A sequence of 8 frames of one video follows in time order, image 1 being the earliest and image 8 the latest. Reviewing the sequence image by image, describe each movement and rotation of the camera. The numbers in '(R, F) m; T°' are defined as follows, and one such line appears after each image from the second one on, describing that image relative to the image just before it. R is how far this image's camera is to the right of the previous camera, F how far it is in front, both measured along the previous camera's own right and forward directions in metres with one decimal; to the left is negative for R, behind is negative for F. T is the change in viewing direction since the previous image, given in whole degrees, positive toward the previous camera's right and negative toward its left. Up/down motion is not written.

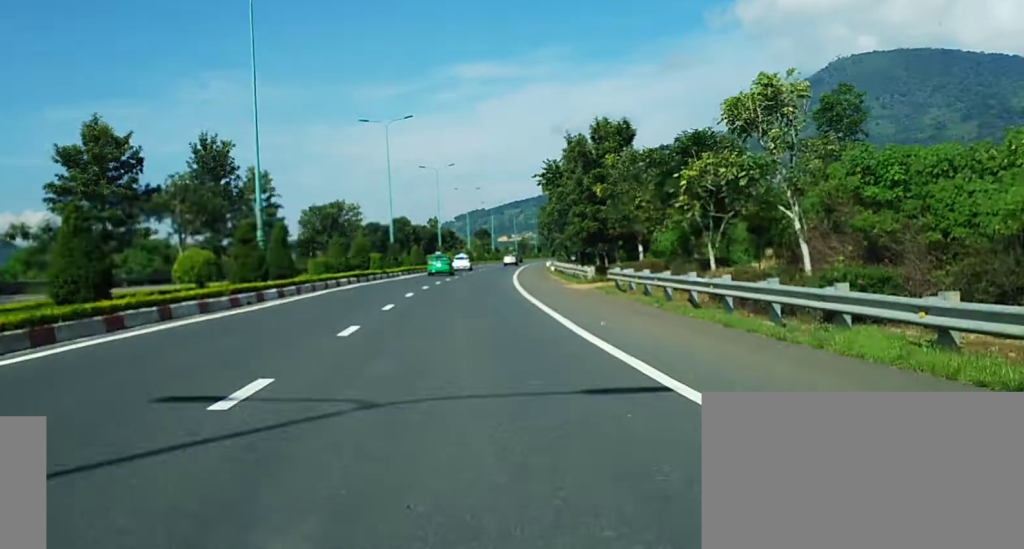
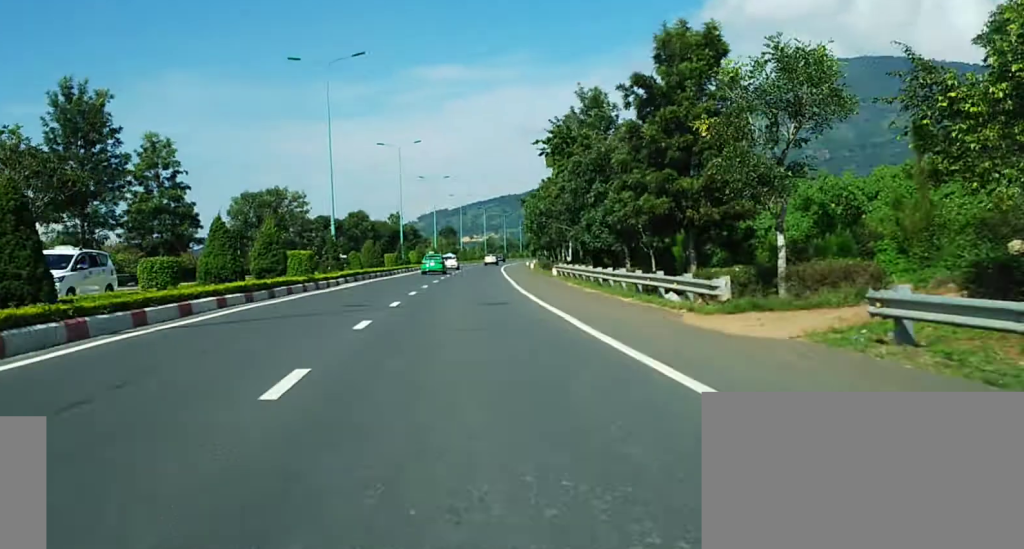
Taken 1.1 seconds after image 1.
(+0.5, +23.0) m; +1°
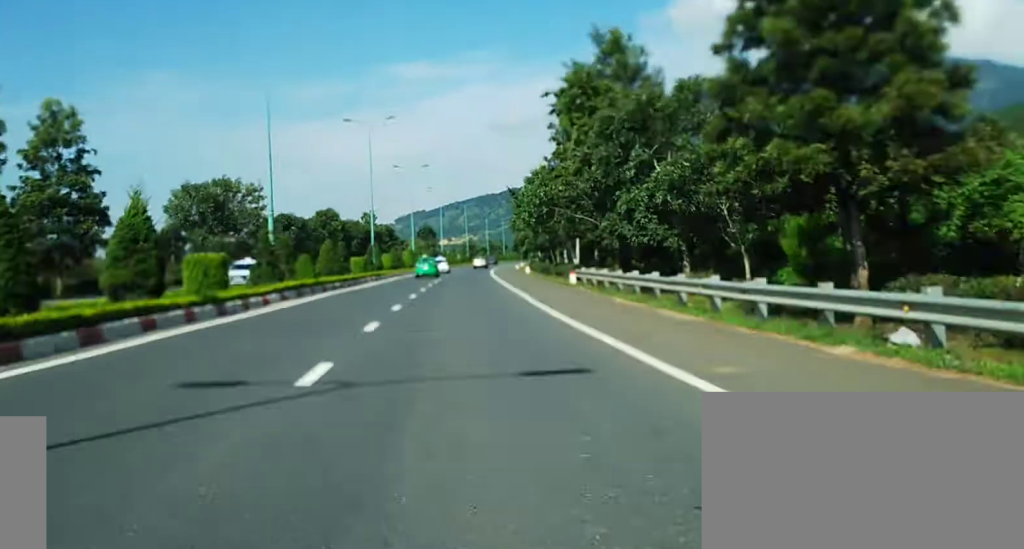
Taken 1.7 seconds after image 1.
(0.0, +14.4) m; +1°
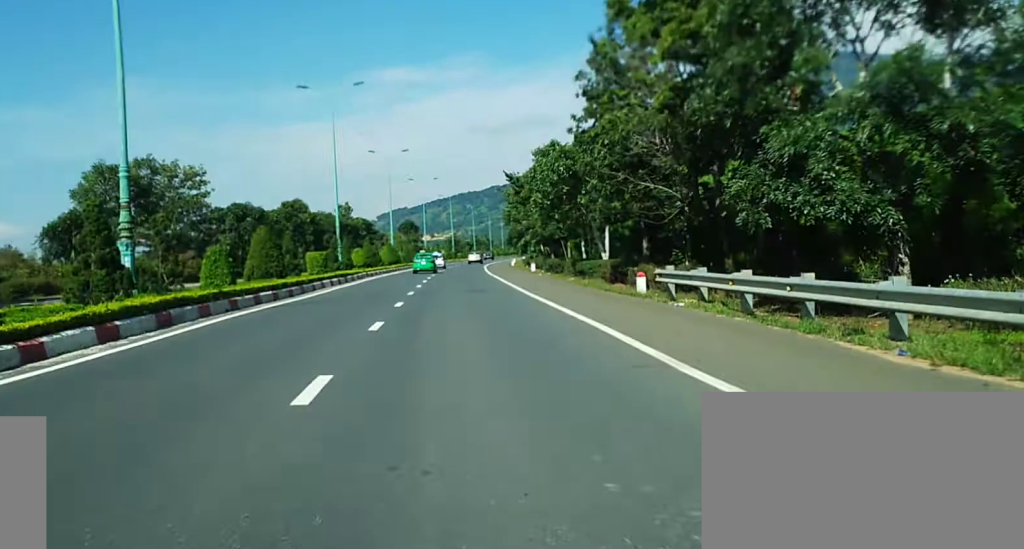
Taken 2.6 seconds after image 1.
(+0.3, +17.2) m; +2°
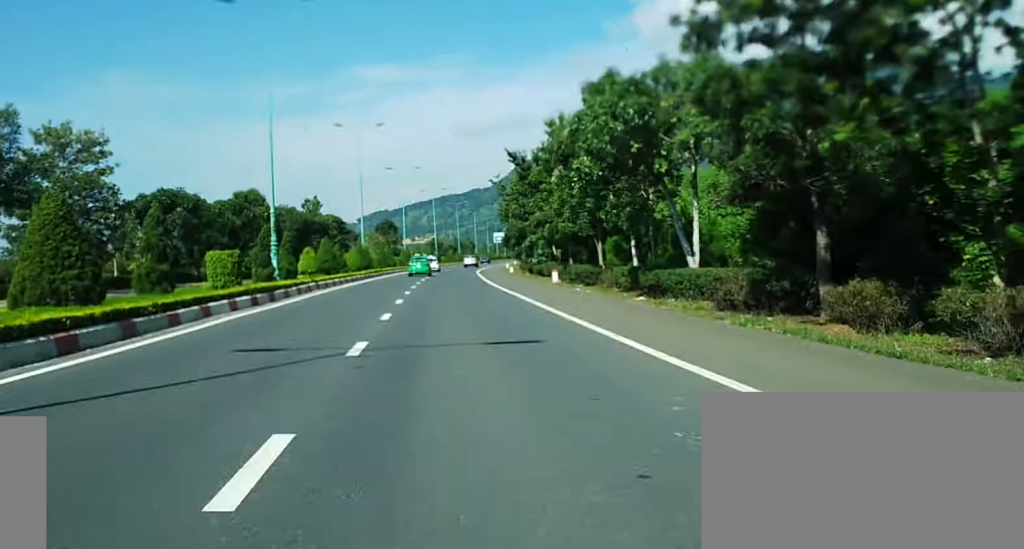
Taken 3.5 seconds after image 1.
(+0.4, +20.1) m; +1°
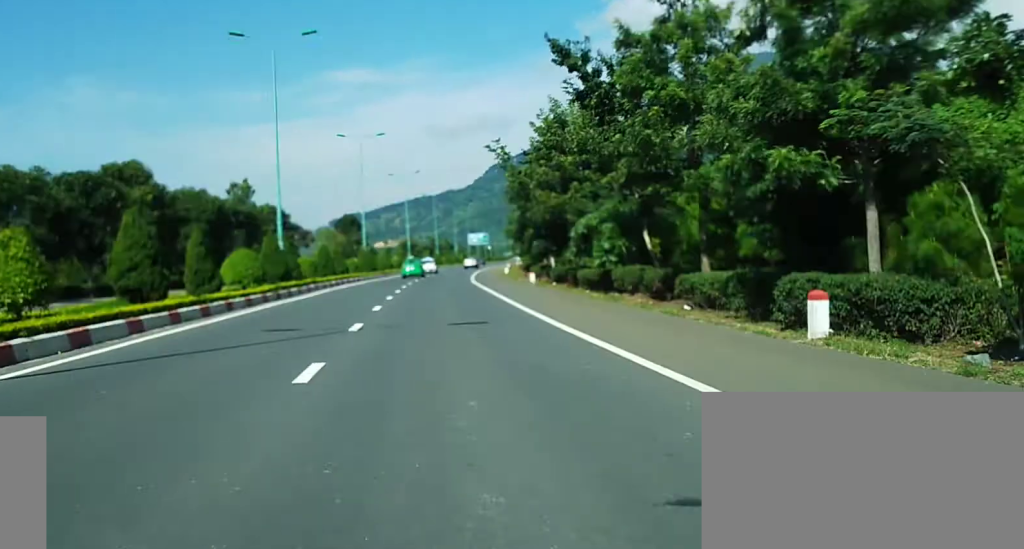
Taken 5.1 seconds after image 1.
(0.0, +34.6) m; 0°
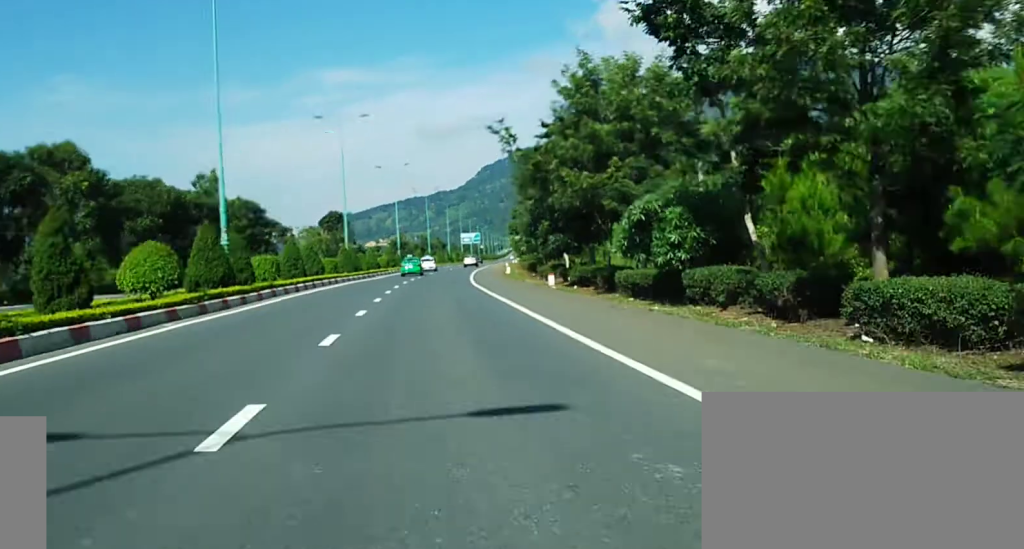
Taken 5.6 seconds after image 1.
(0.0, +11.6) m; +1°
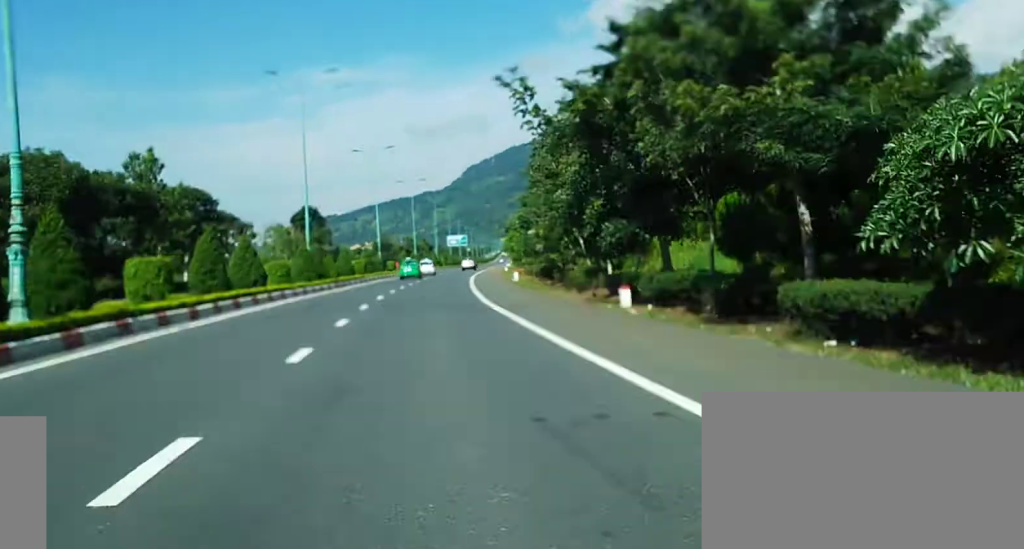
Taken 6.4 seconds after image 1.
(+0.1, +17.5) m; +1°
